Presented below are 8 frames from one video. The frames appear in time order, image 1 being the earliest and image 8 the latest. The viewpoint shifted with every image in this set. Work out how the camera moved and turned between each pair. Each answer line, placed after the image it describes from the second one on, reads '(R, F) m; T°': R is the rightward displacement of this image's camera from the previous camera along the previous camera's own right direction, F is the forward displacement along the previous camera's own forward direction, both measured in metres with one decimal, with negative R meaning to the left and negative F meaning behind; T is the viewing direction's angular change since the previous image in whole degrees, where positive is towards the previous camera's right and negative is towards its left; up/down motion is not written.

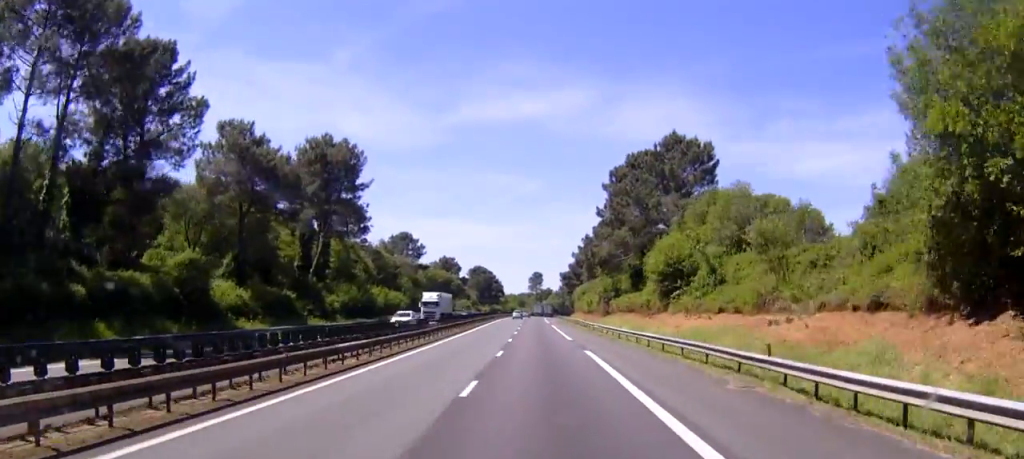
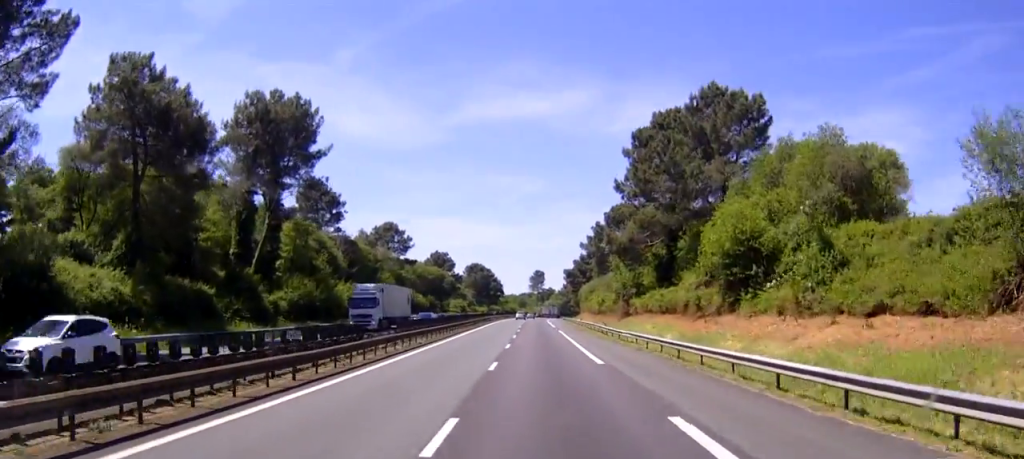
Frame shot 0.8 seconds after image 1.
(-0.2, +19.2) m; -1°
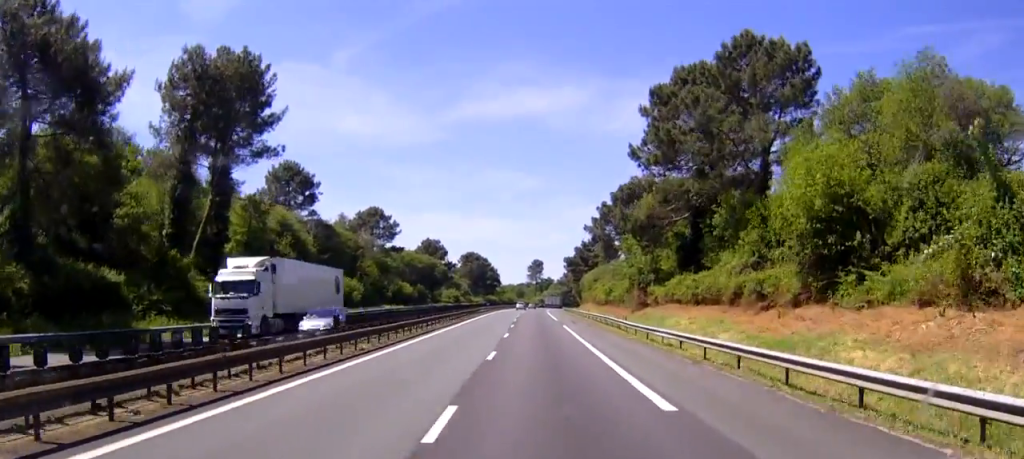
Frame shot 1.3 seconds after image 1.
(0.0, +12.8) m; 0°
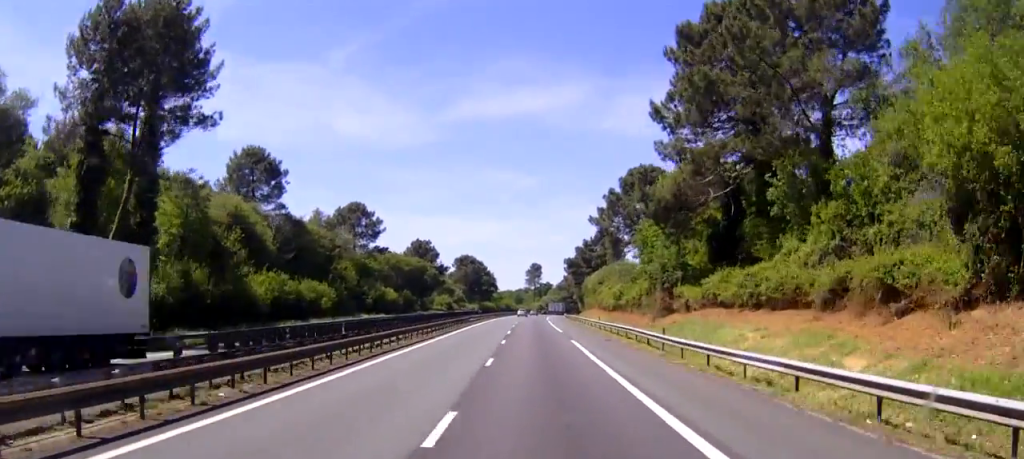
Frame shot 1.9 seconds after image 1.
(0.0, +12.8) m; 0°
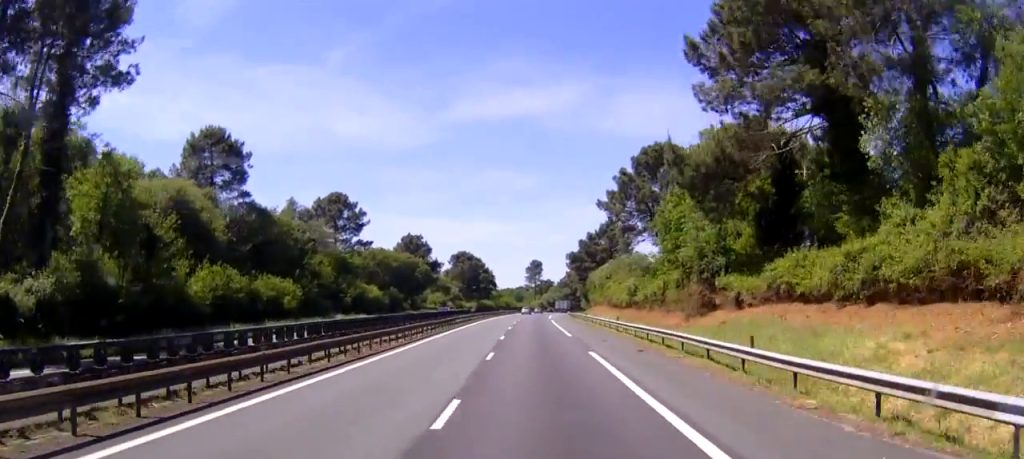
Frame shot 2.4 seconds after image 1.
(0.0, +12.0) m; 0°
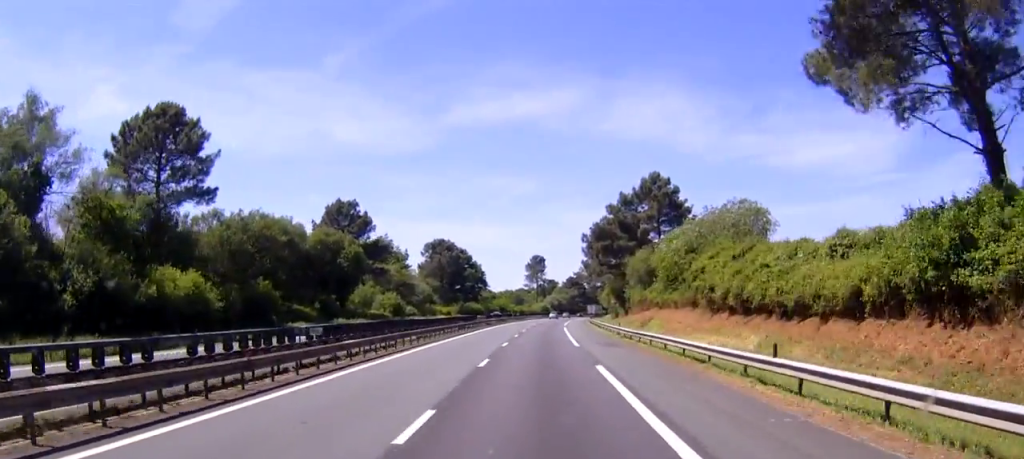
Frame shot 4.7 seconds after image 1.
(+0.1, +56.8) m; 0°
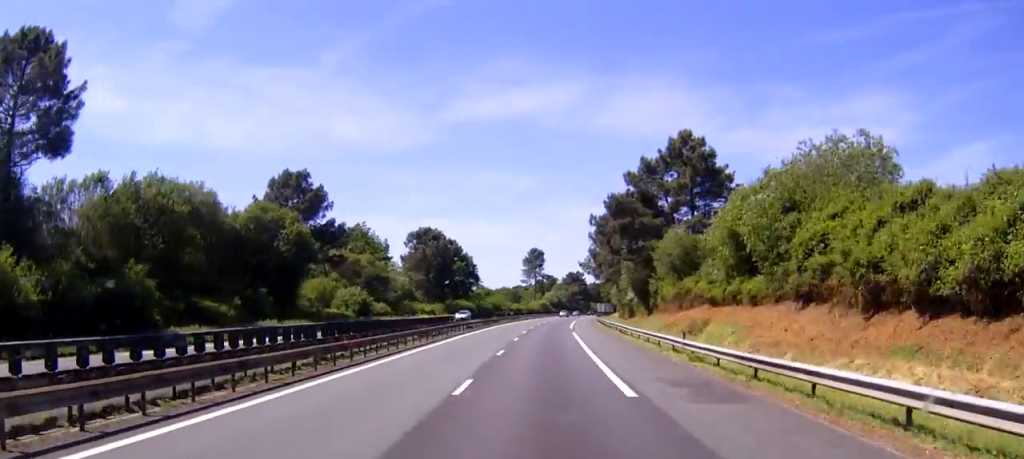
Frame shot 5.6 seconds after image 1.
(-0.1, +20.7) m; 0°
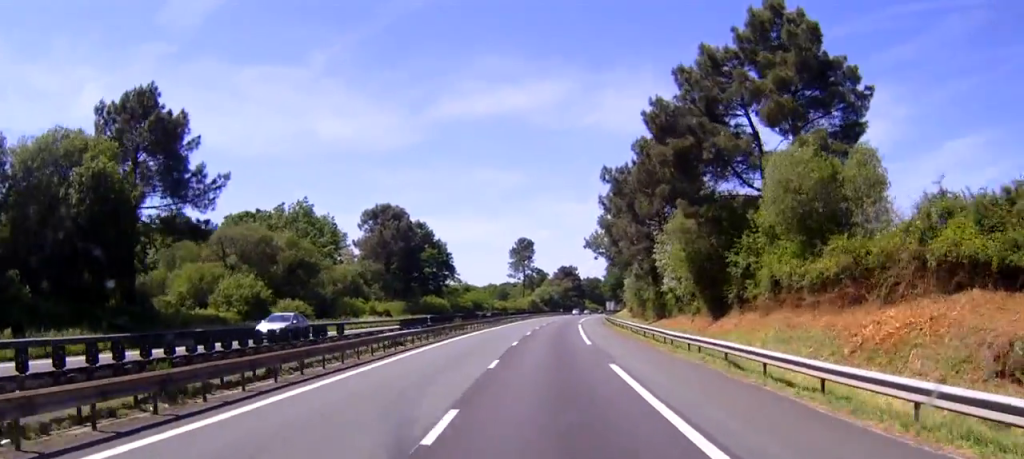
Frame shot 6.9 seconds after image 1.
(+0.2, +31.8) m; +1°
